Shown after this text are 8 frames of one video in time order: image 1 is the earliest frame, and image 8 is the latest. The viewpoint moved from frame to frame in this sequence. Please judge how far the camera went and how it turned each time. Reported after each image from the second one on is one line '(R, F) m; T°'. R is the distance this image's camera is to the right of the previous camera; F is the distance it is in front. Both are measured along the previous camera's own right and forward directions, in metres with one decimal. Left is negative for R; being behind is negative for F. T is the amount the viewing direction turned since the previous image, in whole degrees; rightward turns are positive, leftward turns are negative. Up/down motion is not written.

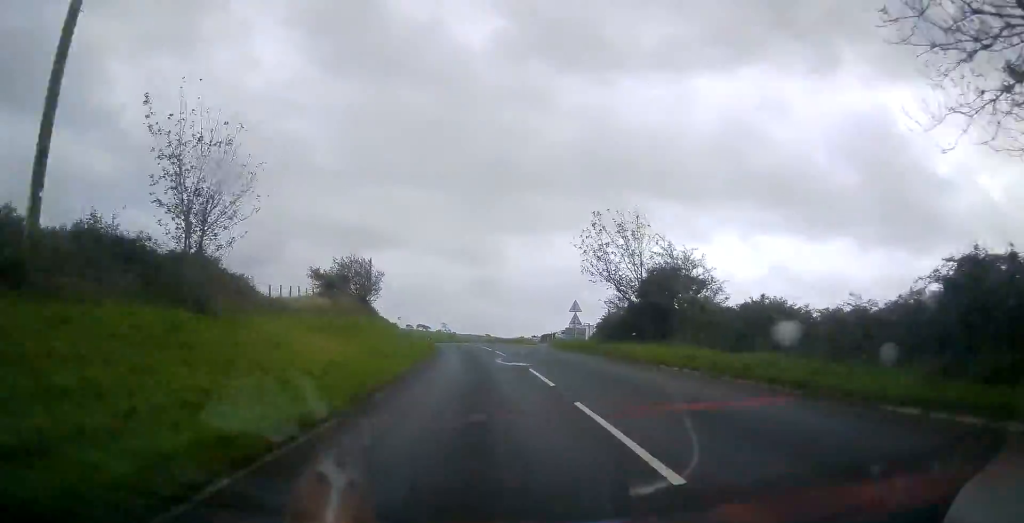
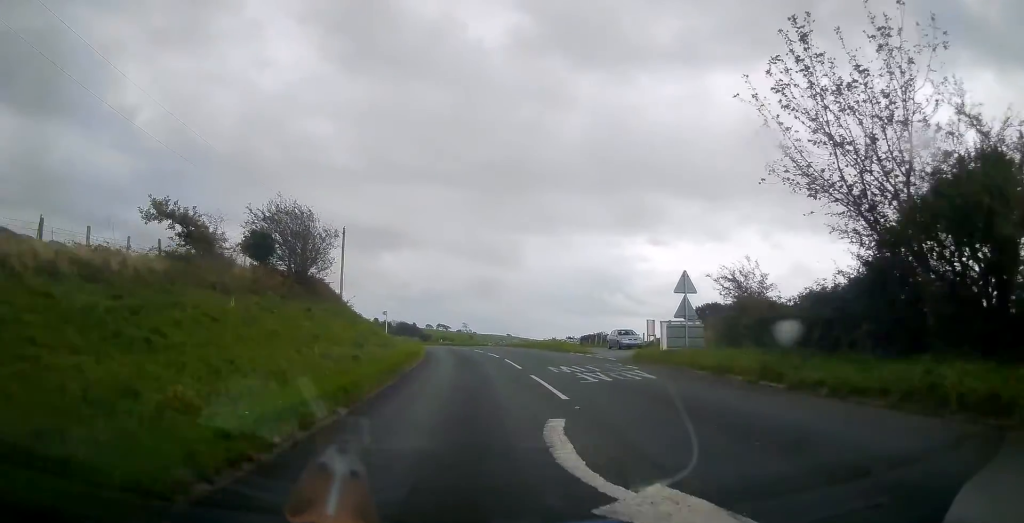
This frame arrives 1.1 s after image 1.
(-0.2, +19.2) m; -1°
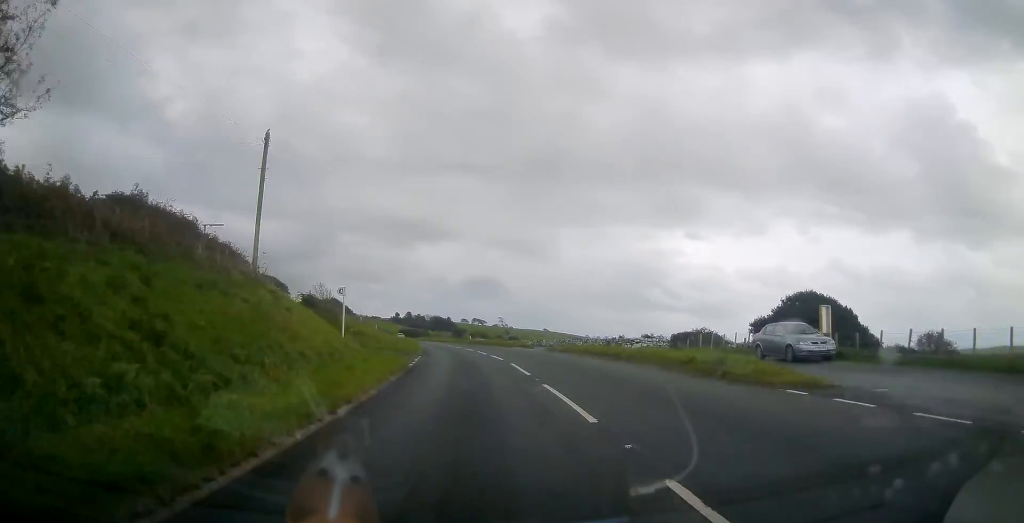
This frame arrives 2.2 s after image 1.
(-0.2, +21.9) m; -2°
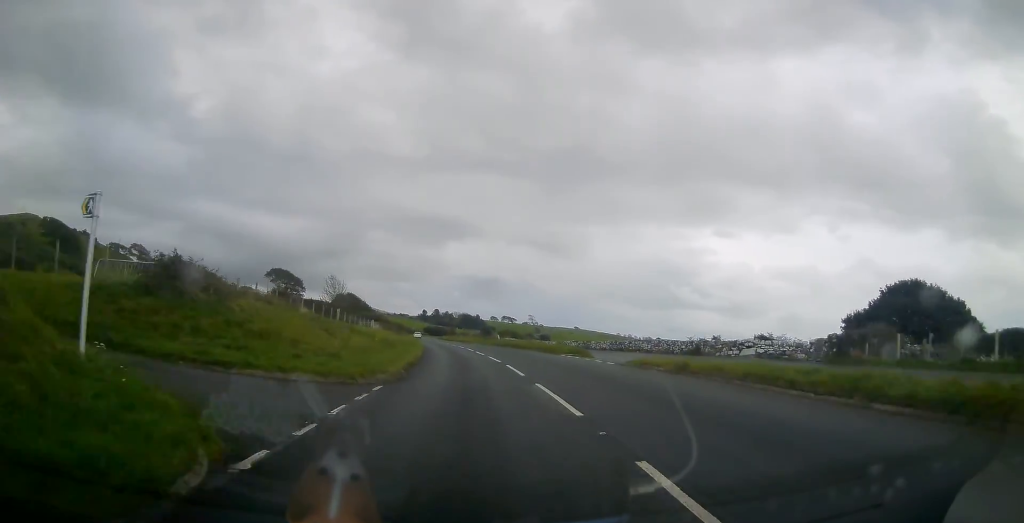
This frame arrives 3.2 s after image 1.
(-0.5, +17.6) m; -3°
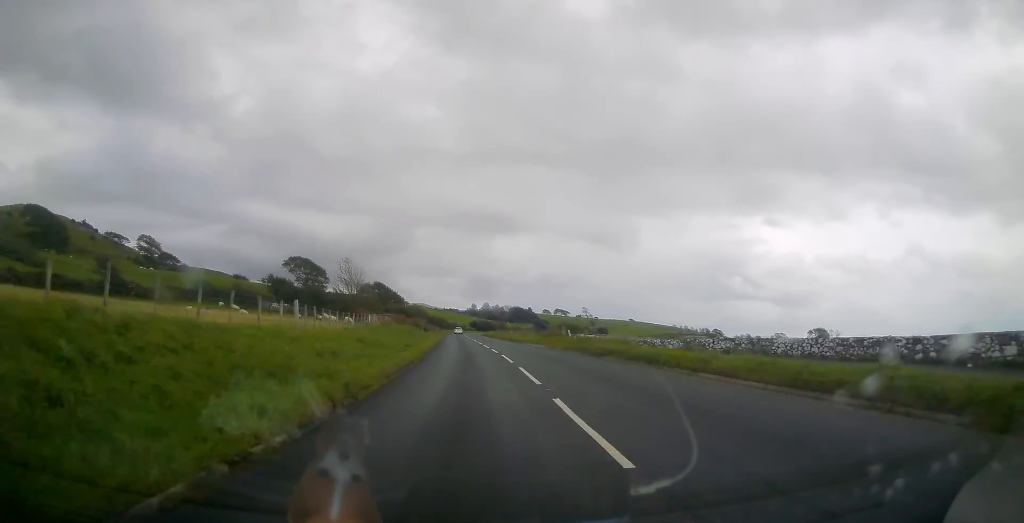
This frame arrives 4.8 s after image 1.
(-1.6, +31.0) m; -5°
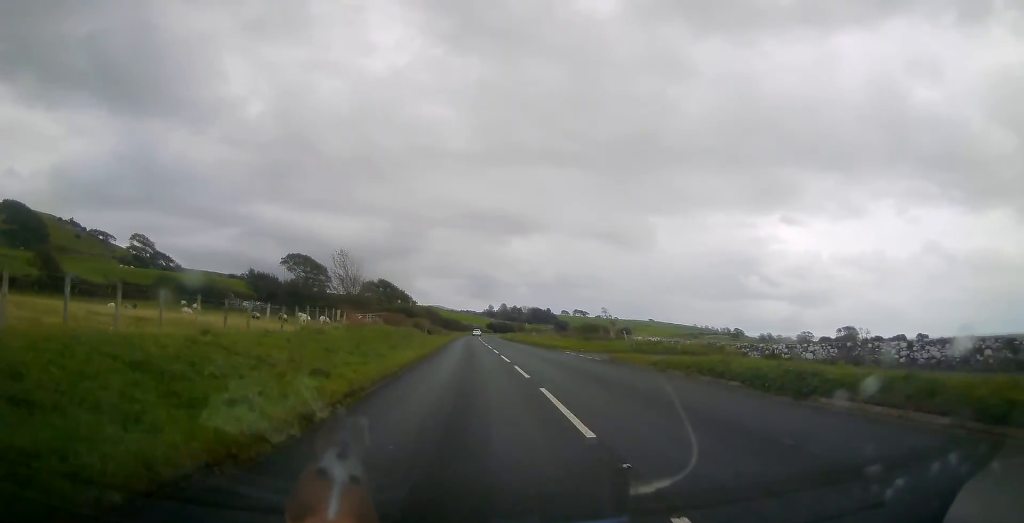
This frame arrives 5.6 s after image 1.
(-0.2, +16.2) m; -1°
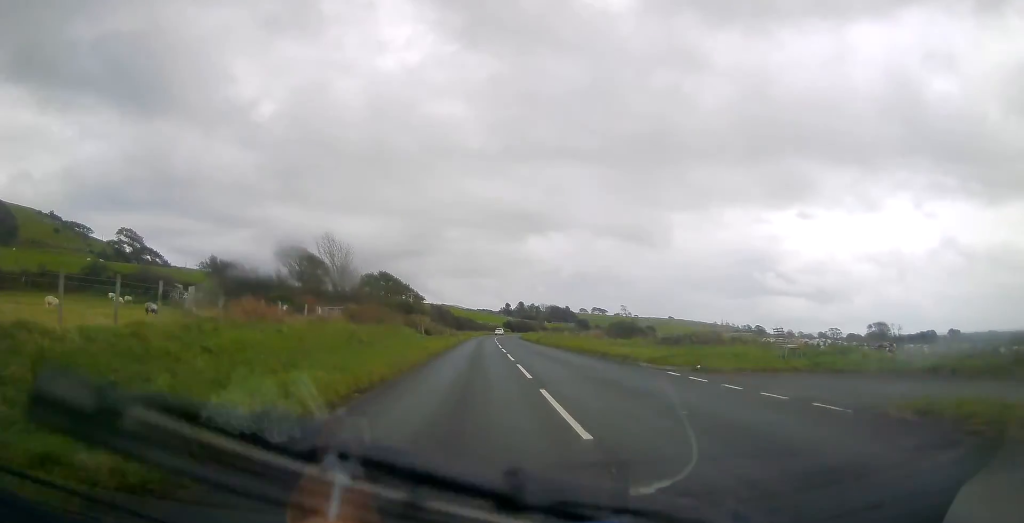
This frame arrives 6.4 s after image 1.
(-0.2, +18.1) m; -1°
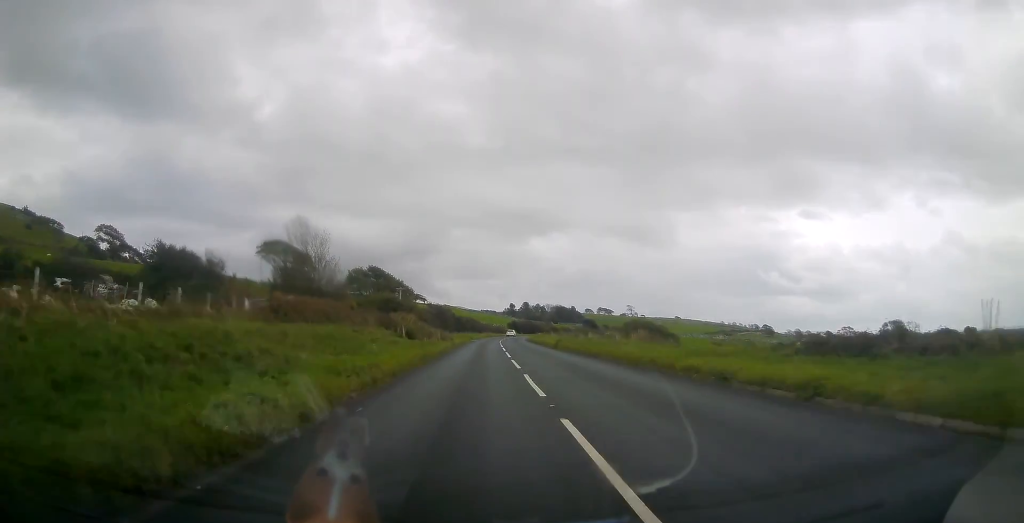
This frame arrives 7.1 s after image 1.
(-0.2, +13.6) m; -1°
